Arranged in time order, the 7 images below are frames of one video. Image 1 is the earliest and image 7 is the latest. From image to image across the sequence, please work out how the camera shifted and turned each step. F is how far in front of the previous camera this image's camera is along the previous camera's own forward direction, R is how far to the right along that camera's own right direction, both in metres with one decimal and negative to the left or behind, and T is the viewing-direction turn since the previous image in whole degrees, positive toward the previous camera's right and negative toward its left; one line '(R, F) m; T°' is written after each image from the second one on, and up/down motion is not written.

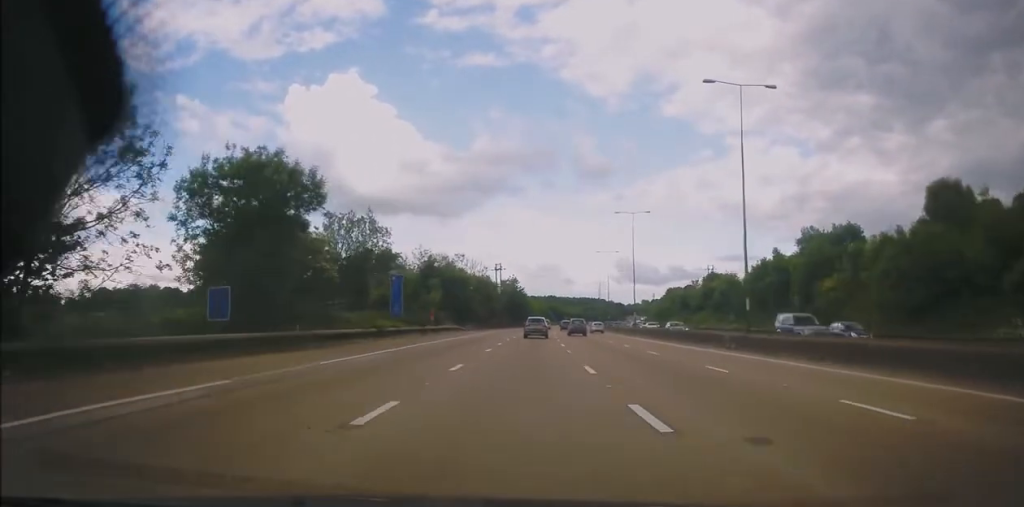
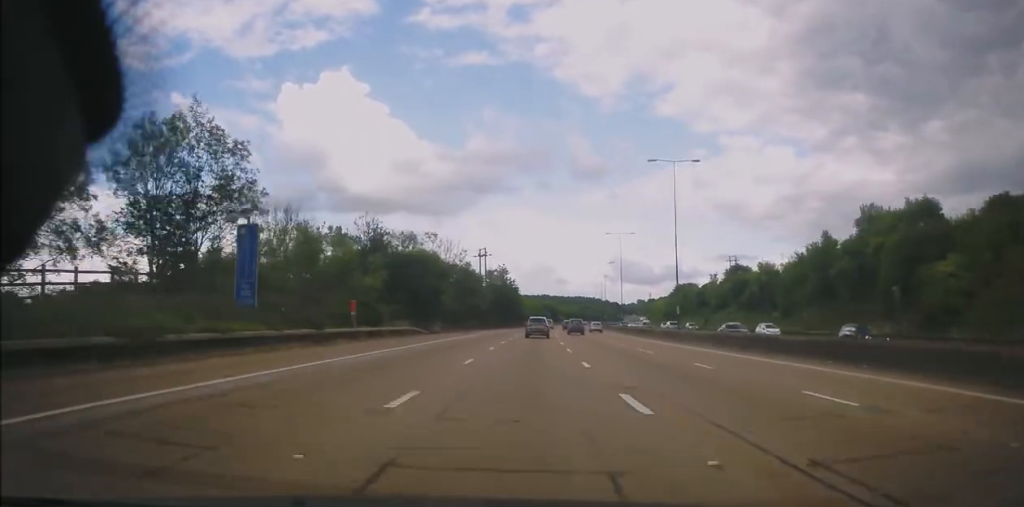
(-0.2, +25.0) m; 0°
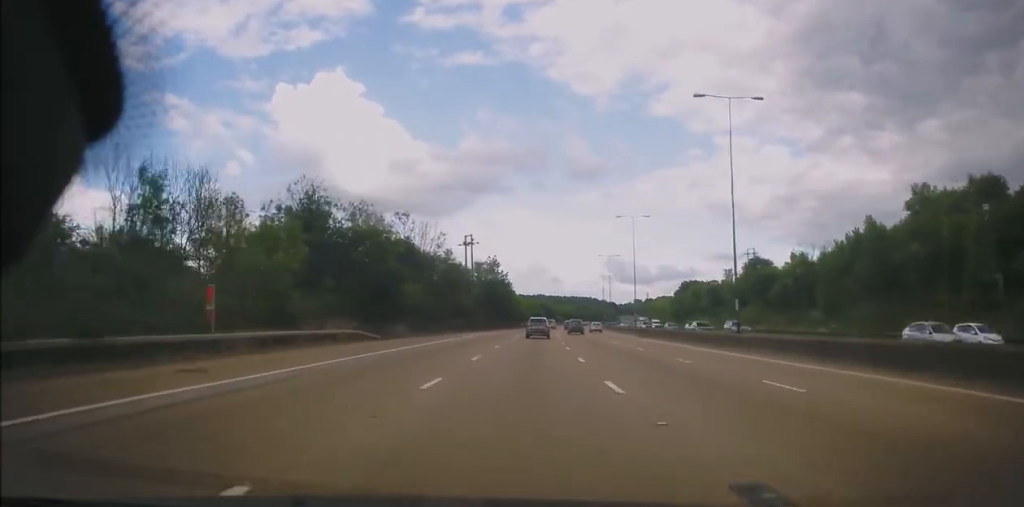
(0.0, +15.6) m; 0°
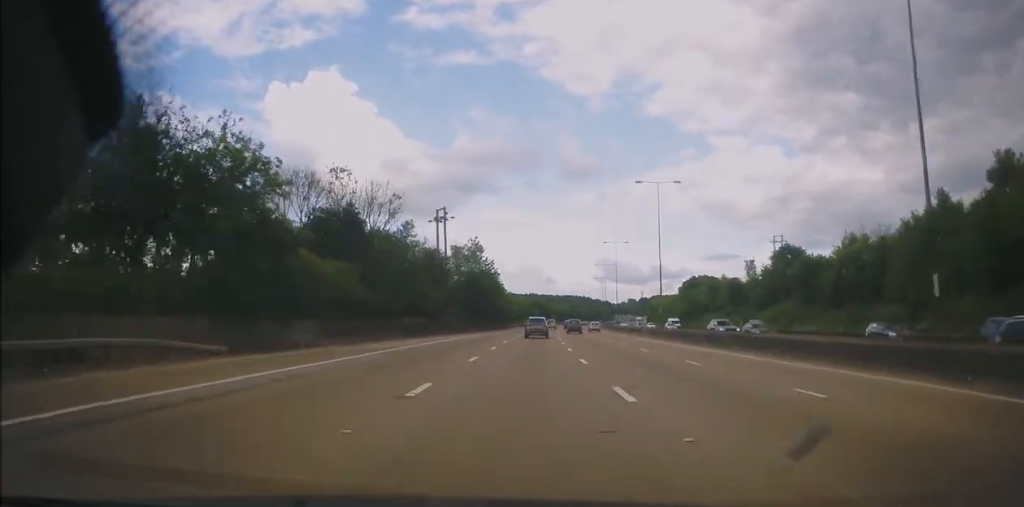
(+0.1, +19.3) m; +1°
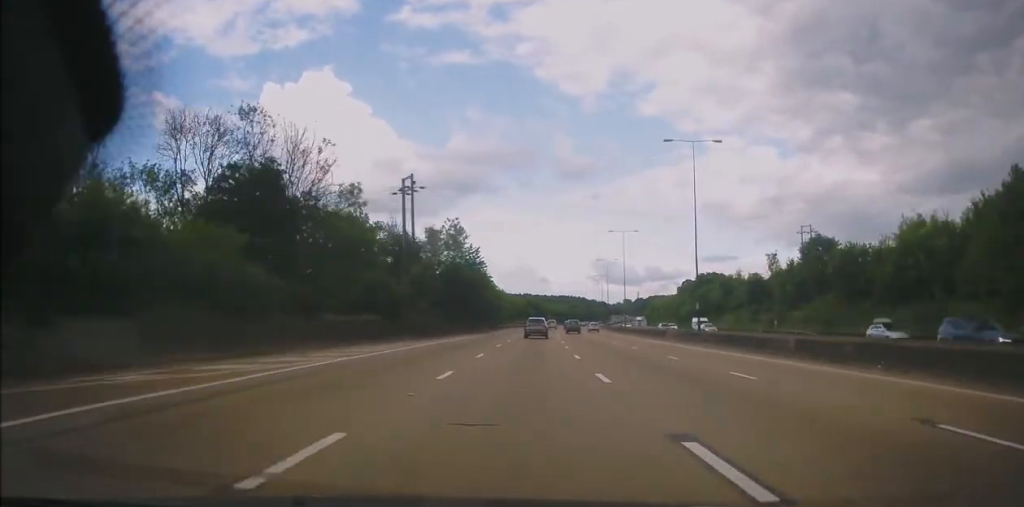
(0.0, +14.7) m; +1°
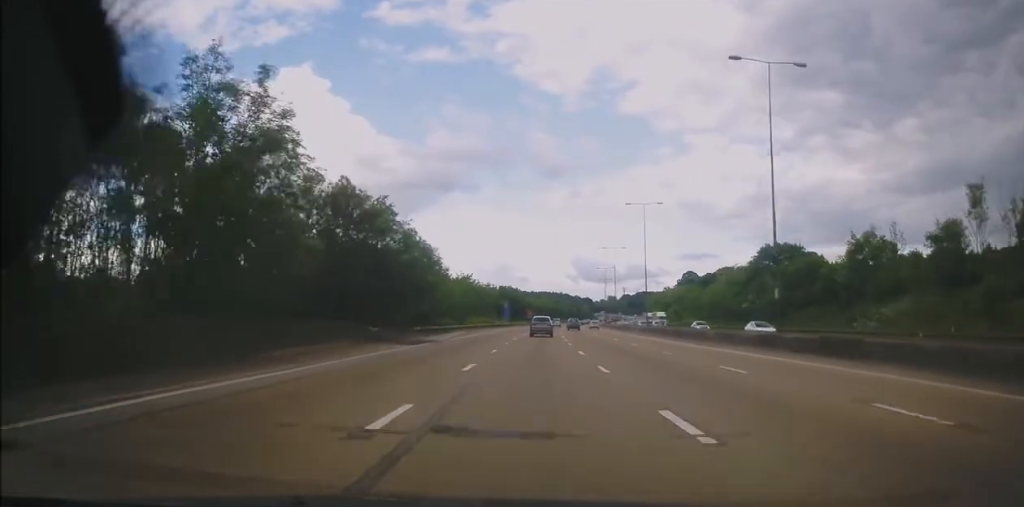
(+1.4, +61.0) m; +2°
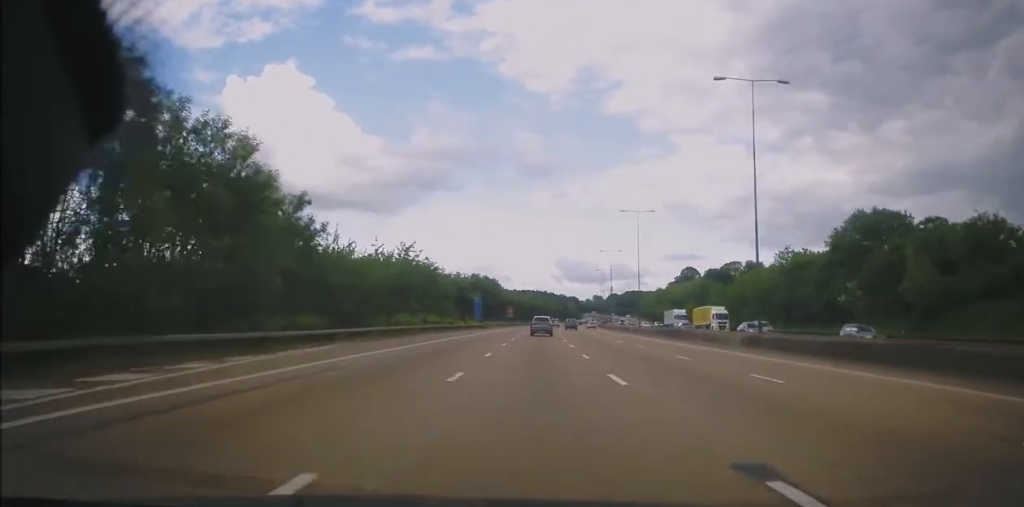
(+0.5, +38.5) m; +2°
